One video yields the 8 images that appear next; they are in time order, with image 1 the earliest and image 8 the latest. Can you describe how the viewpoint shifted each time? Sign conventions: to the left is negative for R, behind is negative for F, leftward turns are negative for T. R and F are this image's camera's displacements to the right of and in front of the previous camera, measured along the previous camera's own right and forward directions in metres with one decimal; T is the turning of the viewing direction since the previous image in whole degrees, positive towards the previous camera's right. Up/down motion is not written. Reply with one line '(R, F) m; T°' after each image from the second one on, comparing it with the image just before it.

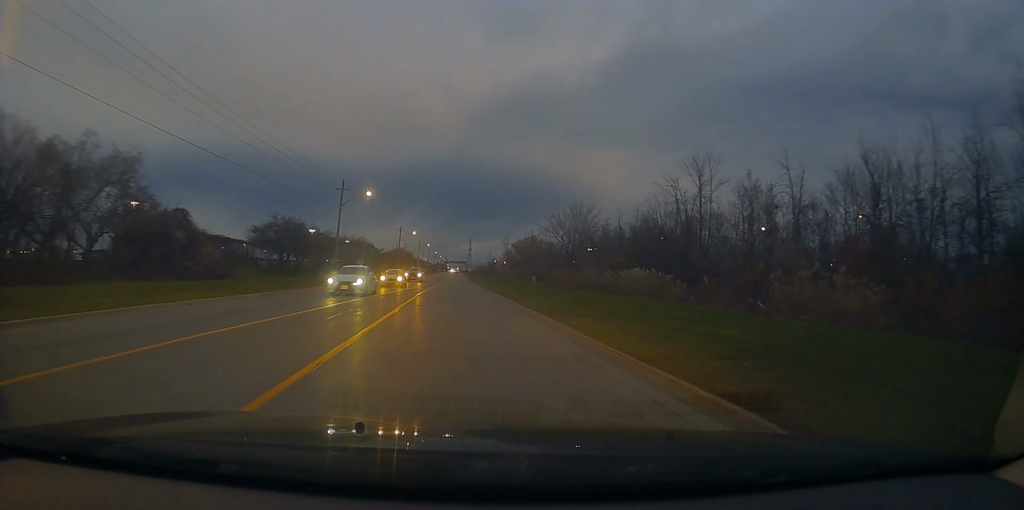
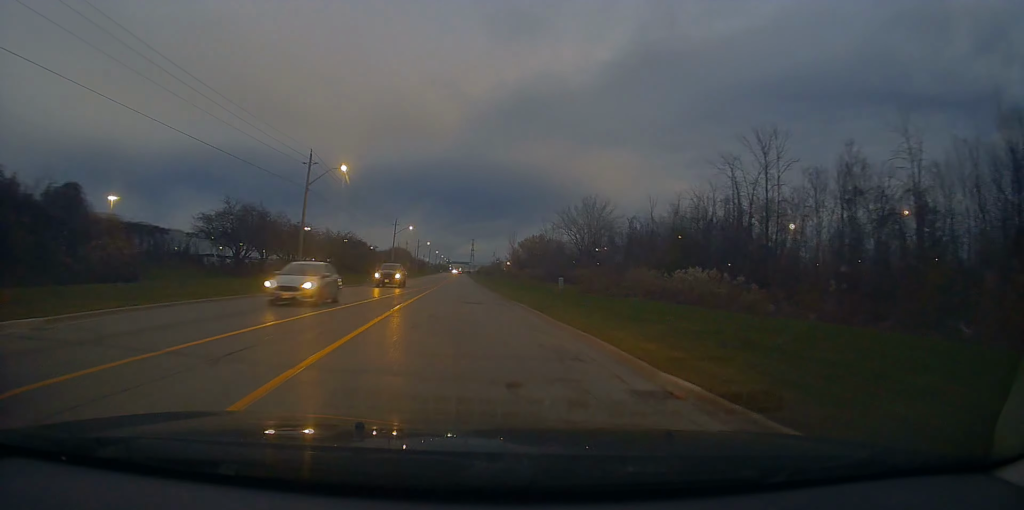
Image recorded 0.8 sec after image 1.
(+0.1, +14.4) m; 0°
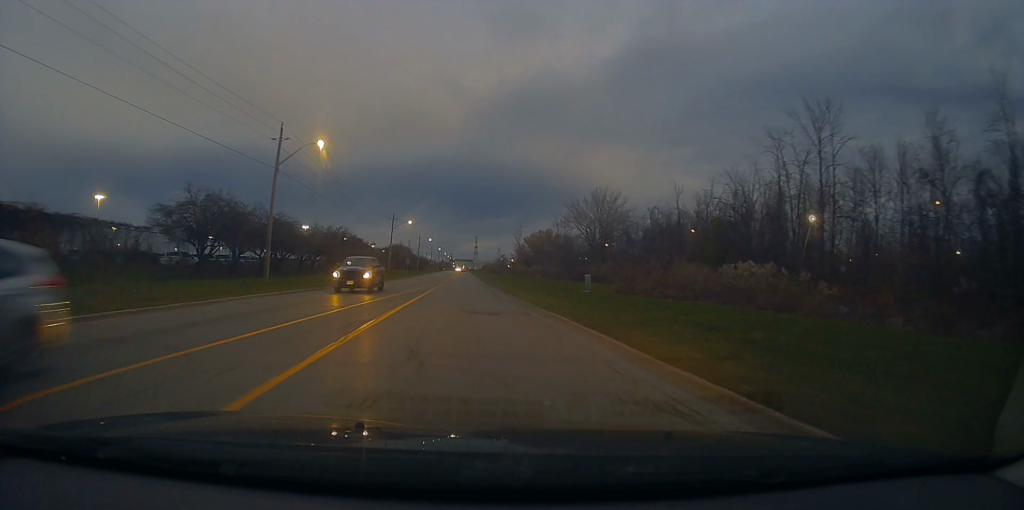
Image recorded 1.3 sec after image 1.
(-0.2, +8.4) m; 0°
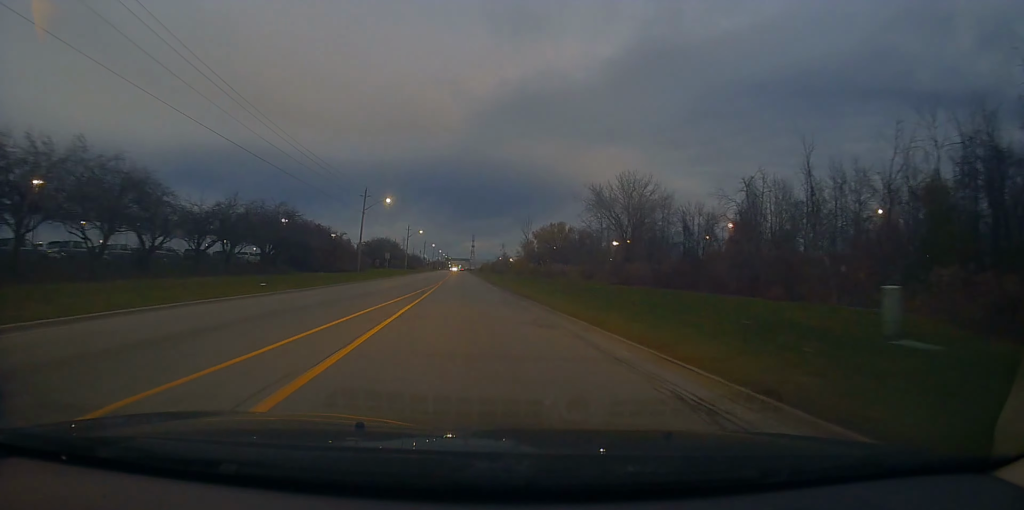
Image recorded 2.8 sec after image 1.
(-0.4, +28.0) m; -2°
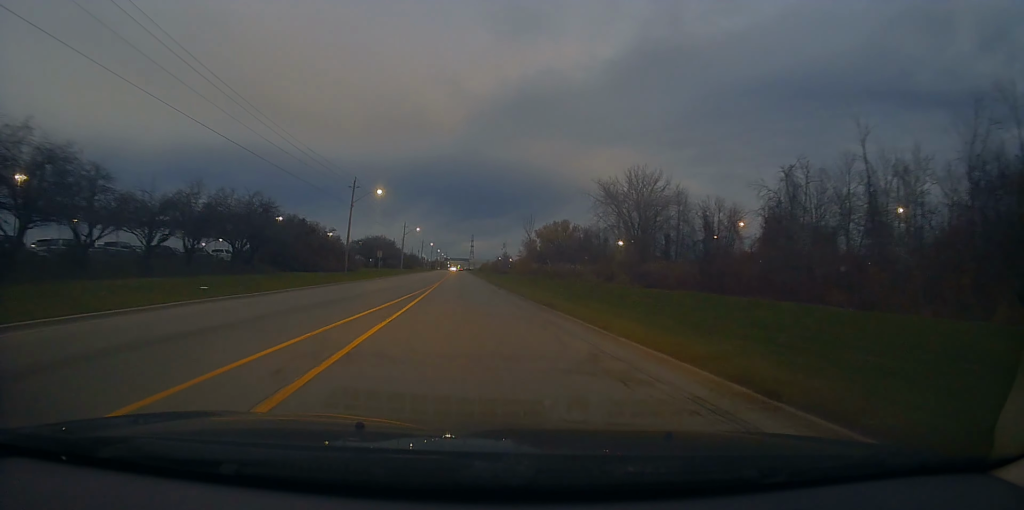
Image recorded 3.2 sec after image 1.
(-0.3, +7.1) m; 0°
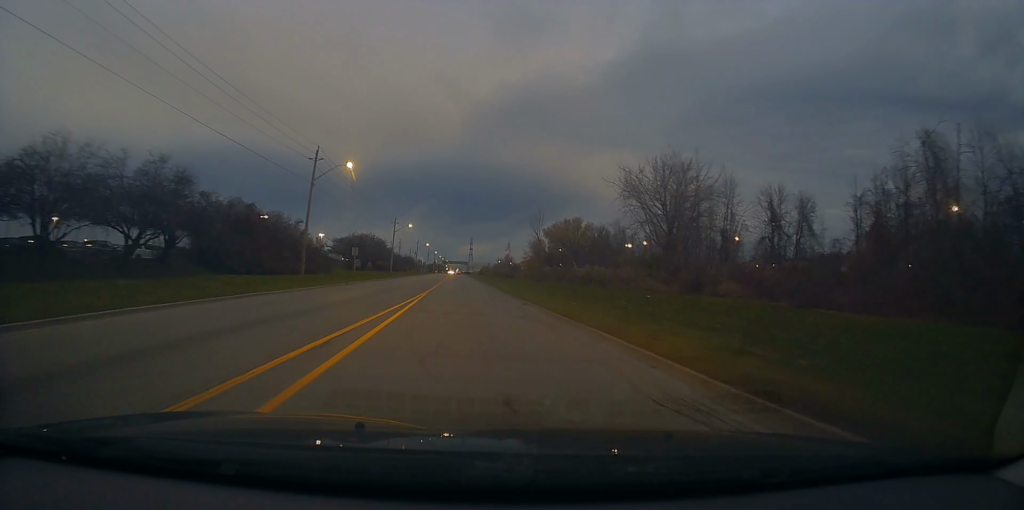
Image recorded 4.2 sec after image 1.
(+0.5, +16.6) m; +1°
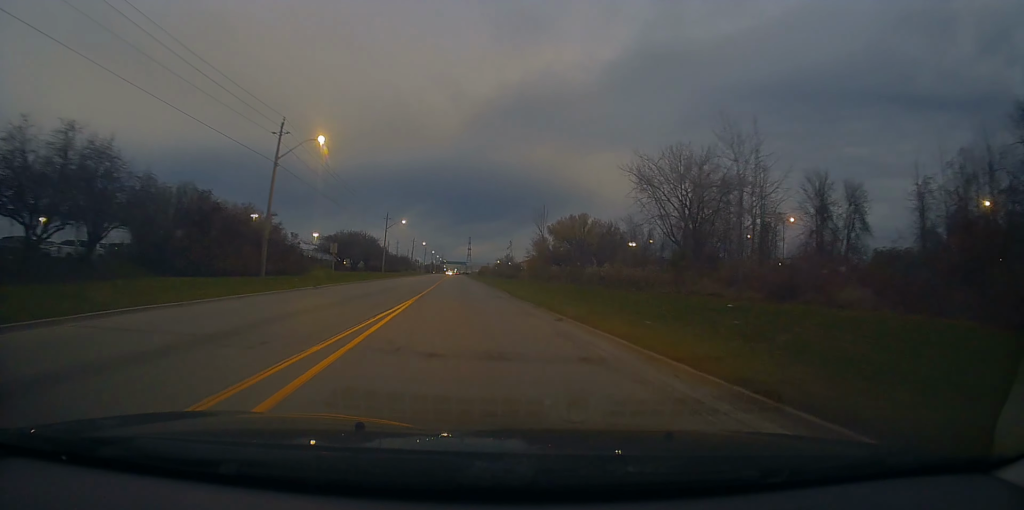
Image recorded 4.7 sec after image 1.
(+0.1, +8.8) m; +1°
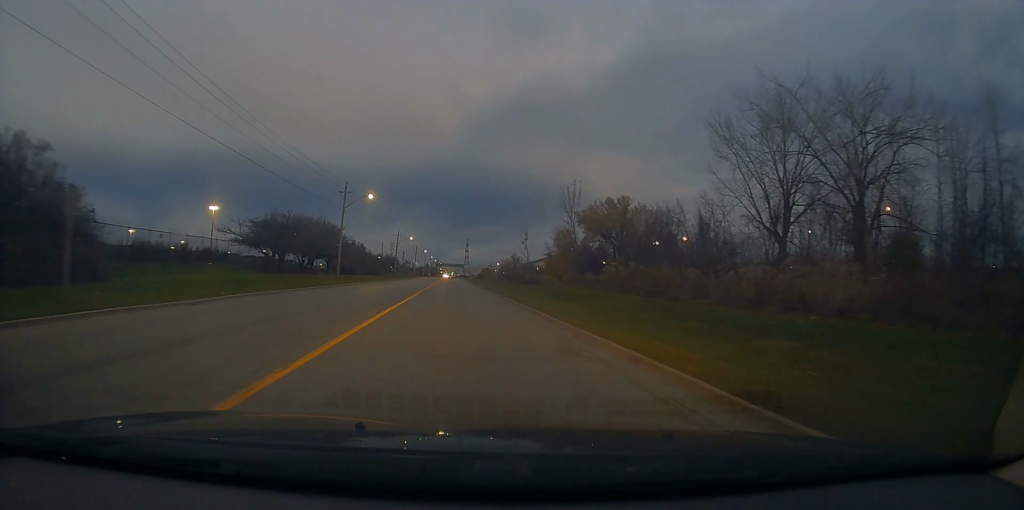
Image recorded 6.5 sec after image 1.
(+0.6, +32.5) m; +1°
